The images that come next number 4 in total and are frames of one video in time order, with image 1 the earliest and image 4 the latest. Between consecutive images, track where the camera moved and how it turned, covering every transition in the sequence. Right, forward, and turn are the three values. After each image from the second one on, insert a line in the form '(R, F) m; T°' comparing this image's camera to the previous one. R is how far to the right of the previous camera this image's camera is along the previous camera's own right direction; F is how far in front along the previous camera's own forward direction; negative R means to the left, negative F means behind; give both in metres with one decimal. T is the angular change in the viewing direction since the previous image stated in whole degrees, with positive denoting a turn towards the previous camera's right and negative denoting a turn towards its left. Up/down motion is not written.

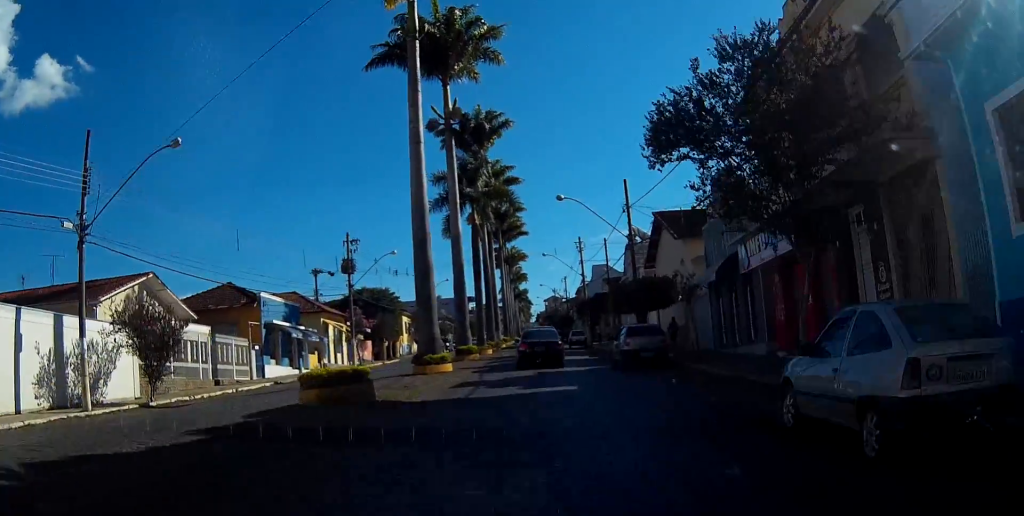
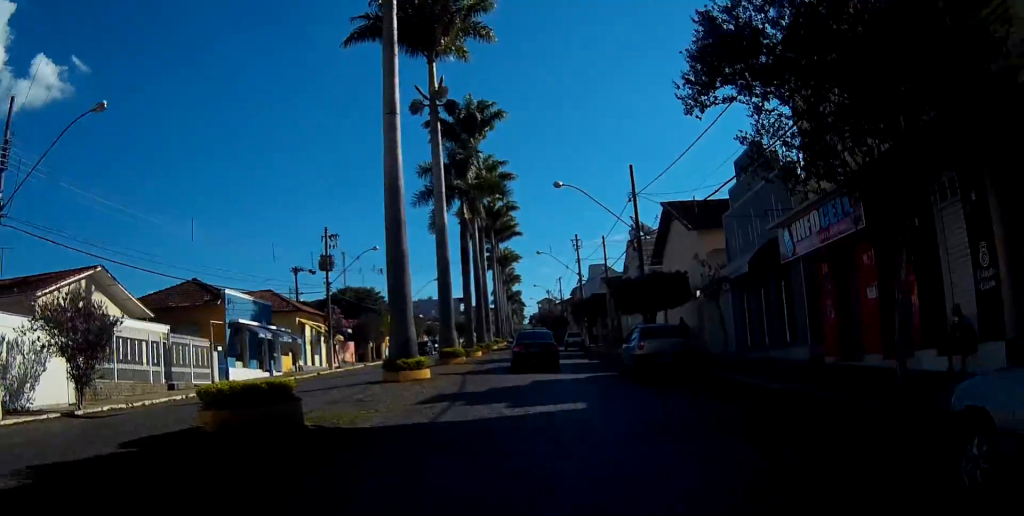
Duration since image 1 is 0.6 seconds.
(+0.1, +4.1) m; +1°
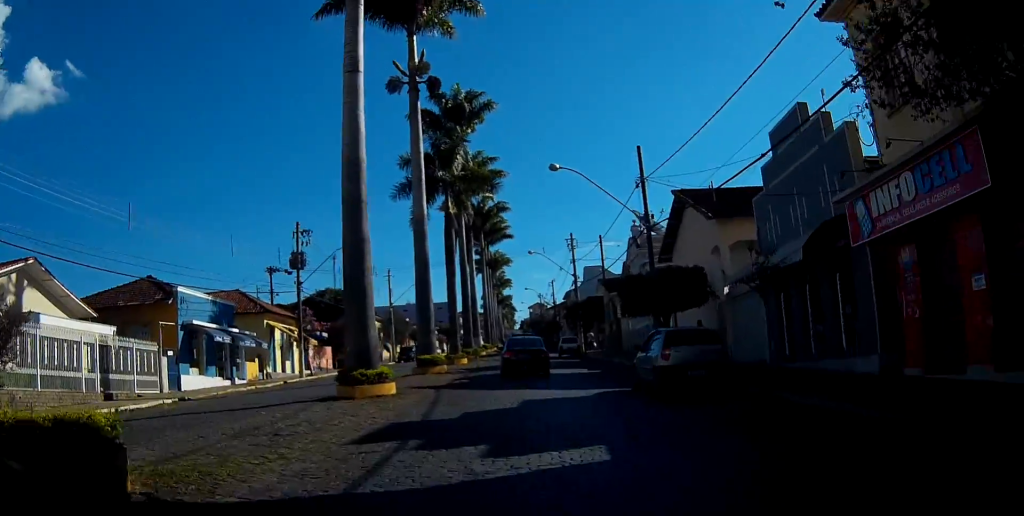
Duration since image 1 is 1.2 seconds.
(0.0, +4.5) m; +1°
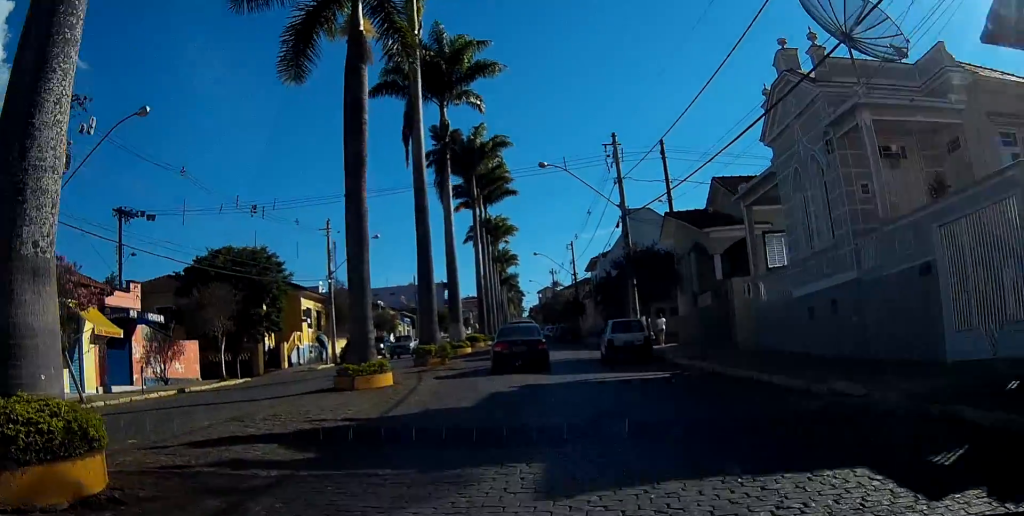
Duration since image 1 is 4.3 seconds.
(0.0, +25.6) m; 0°
